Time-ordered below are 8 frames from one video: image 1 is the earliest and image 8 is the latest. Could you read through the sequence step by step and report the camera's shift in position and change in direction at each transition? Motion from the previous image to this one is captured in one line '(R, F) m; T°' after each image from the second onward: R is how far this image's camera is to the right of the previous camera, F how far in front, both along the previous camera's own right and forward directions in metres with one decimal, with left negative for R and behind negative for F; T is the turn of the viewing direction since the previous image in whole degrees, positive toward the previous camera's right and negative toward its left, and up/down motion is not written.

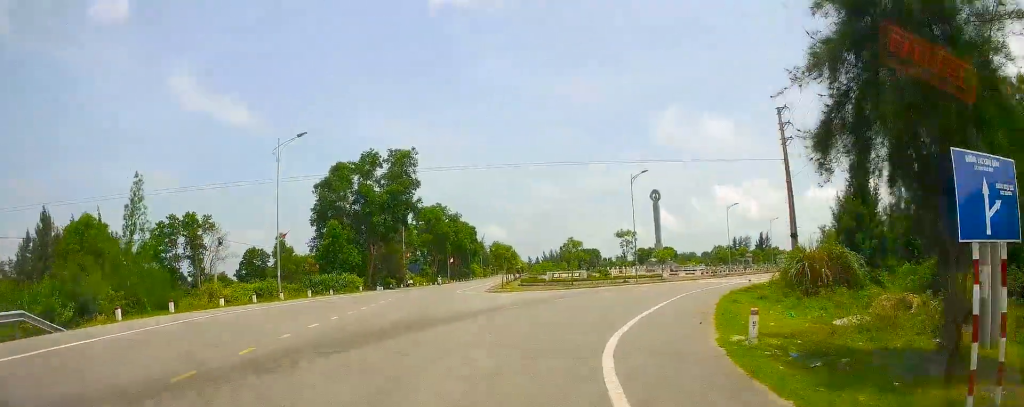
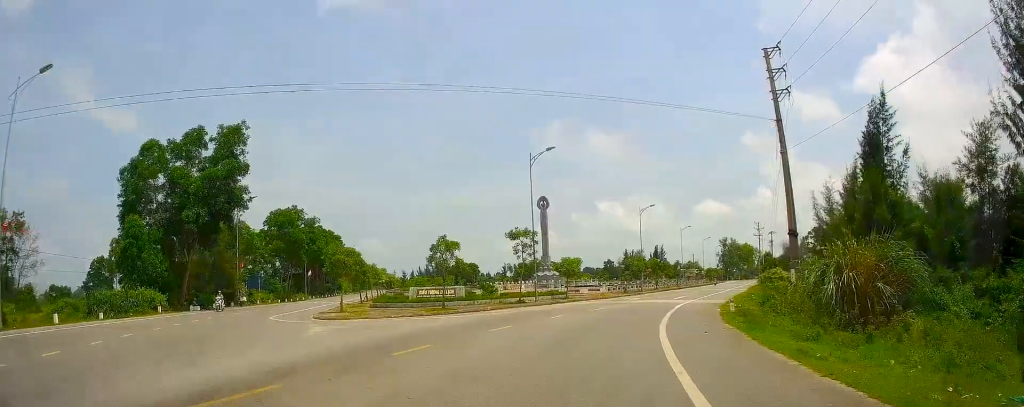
(+1.4, +18.3) m; +12°
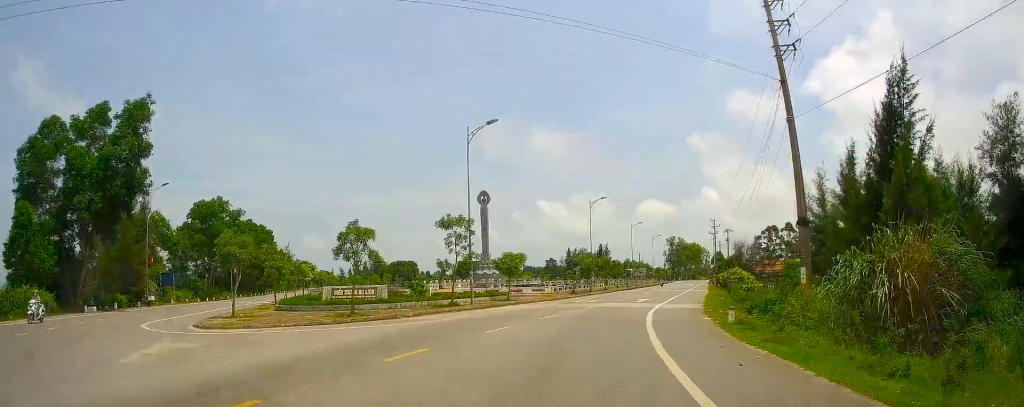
(+0.5, +7.1) m; +5°
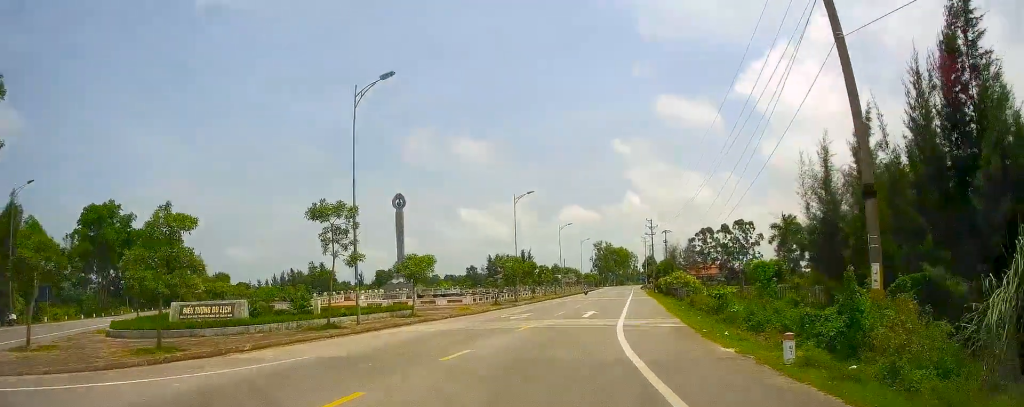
(+0.5, +9.6) m; +4°
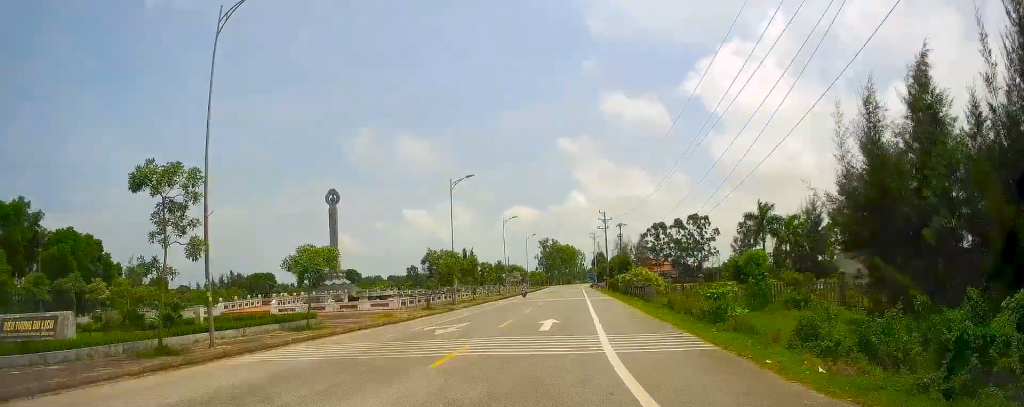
(+0.2, +8.4) m; +4°
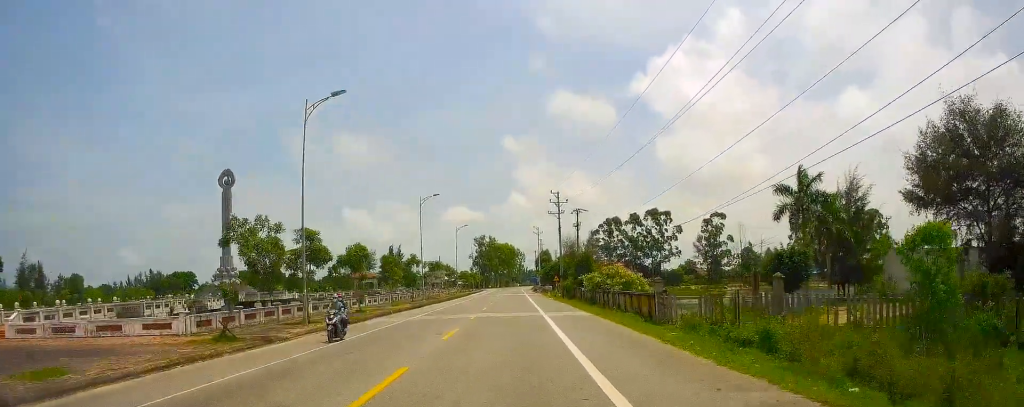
(+2.9, +21.2) m; +16°
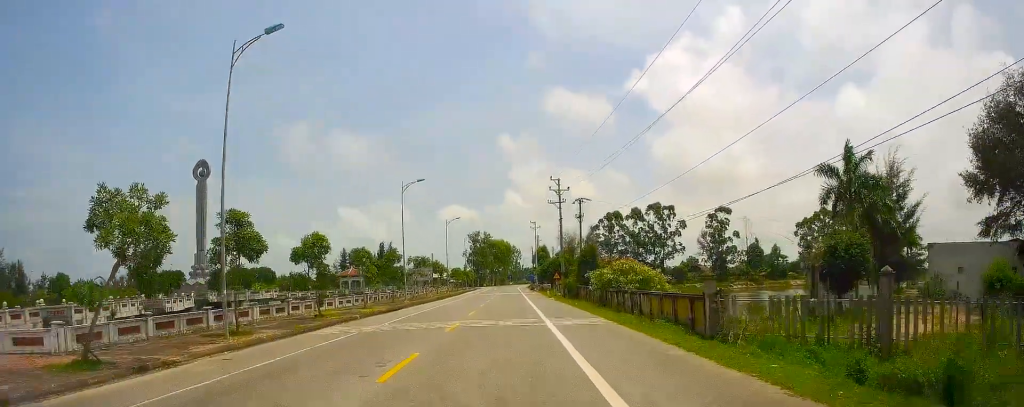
(+0.5, +7.2) m; +3°
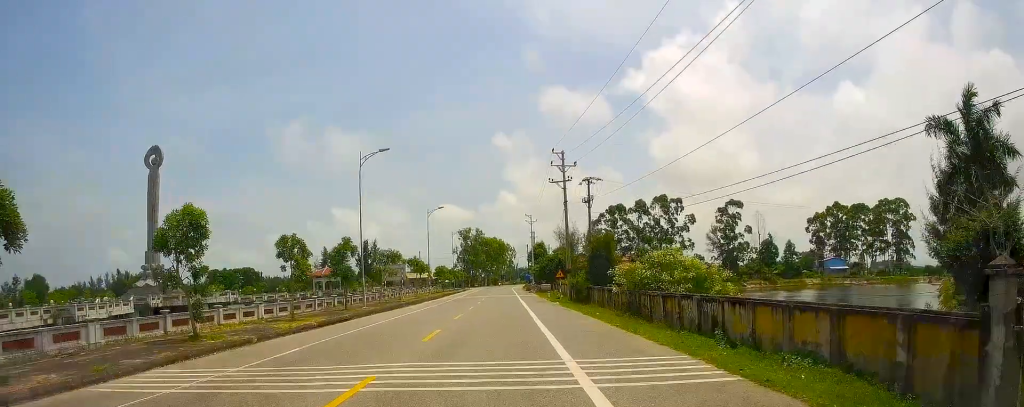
(0.0, +12.2) m; -1°
